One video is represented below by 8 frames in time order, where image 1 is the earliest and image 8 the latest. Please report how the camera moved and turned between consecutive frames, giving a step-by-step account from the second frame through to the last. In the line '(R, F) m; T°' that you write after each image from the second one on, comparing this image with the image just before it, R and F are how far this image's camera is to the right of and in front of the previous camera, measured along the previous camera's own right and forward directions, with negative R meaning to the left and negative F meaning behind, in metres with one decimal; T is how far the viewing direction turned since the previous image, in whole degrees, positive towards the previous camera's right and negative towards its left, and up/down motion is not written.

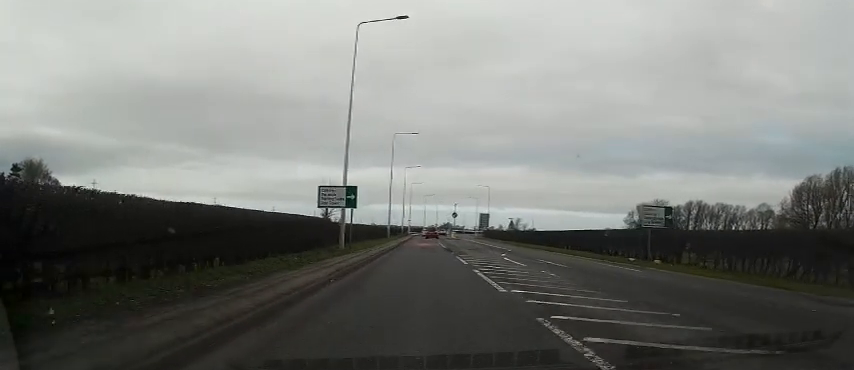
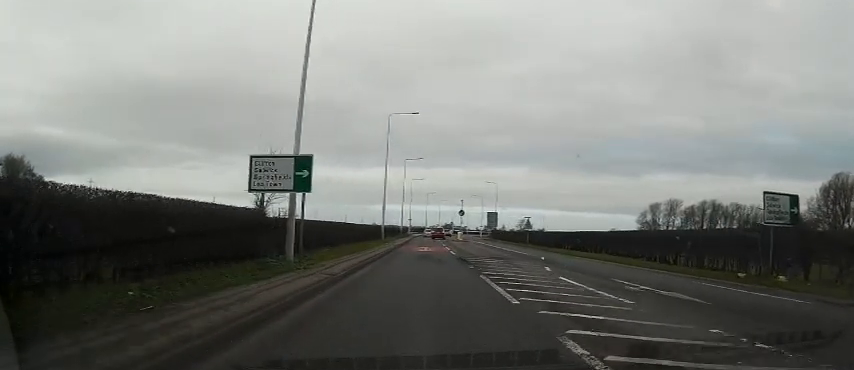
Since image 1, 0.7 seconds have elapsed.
(-0.4, +10.3) m; -1°
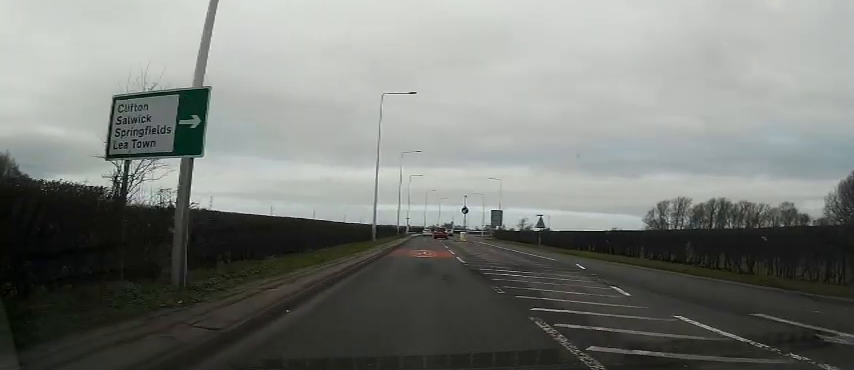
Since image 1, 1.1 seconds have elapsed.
(+0.2, +7.1) m; +1°
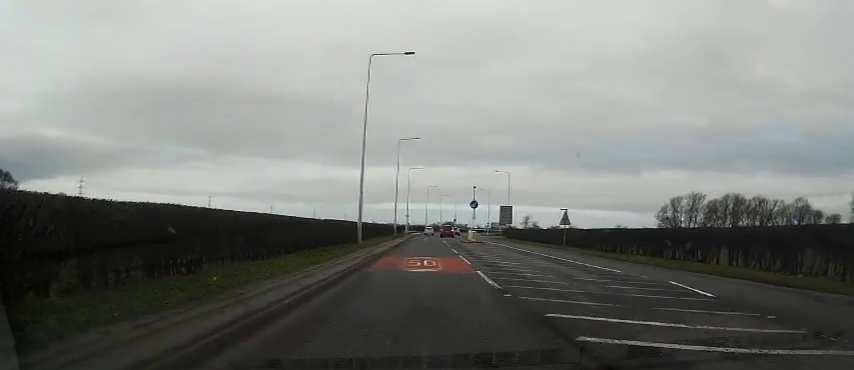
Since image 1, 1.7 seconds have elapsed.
(+0.1, +9.0) m; +1°
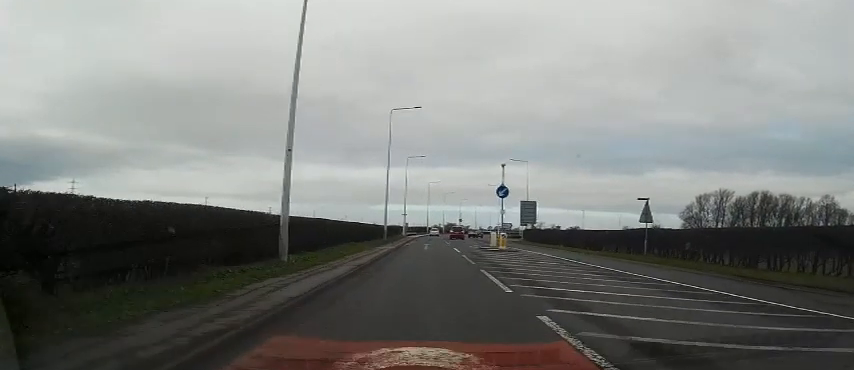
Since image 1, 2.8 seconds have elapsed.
(-0.1, +17.3) m; -1°
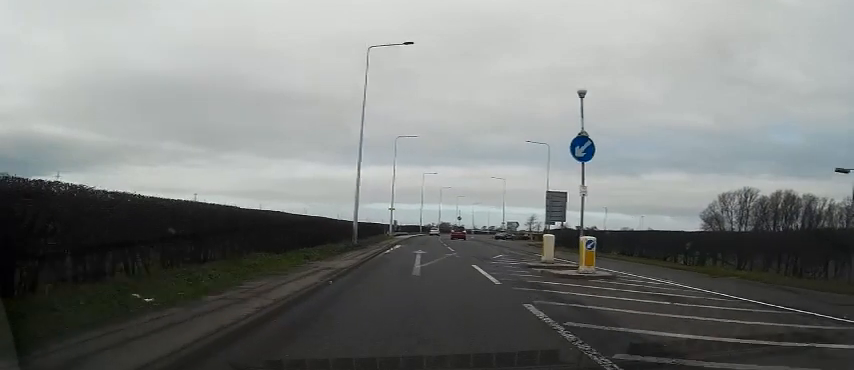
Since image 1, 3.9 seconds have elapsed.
(-0.2, +16.6) m; +1°
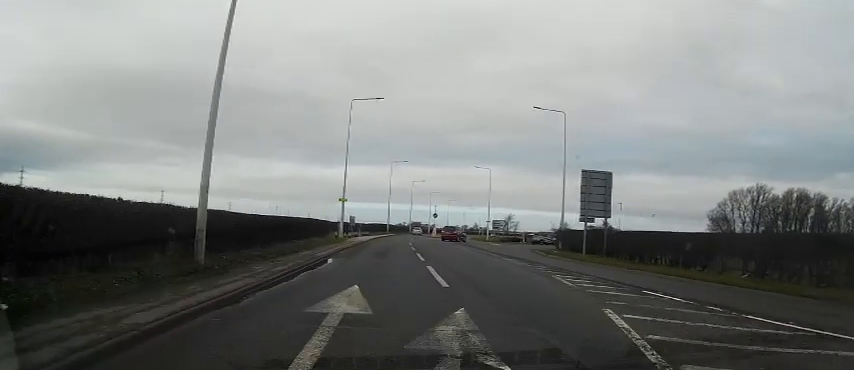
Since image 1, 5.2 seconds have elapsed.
(+0.8, +19.0) m; +4°
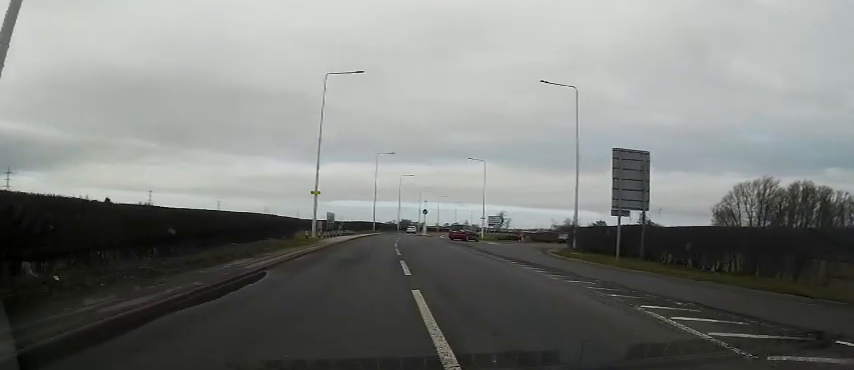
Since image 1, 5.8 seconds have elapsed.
(+0.1, +7.4) m; +1°
